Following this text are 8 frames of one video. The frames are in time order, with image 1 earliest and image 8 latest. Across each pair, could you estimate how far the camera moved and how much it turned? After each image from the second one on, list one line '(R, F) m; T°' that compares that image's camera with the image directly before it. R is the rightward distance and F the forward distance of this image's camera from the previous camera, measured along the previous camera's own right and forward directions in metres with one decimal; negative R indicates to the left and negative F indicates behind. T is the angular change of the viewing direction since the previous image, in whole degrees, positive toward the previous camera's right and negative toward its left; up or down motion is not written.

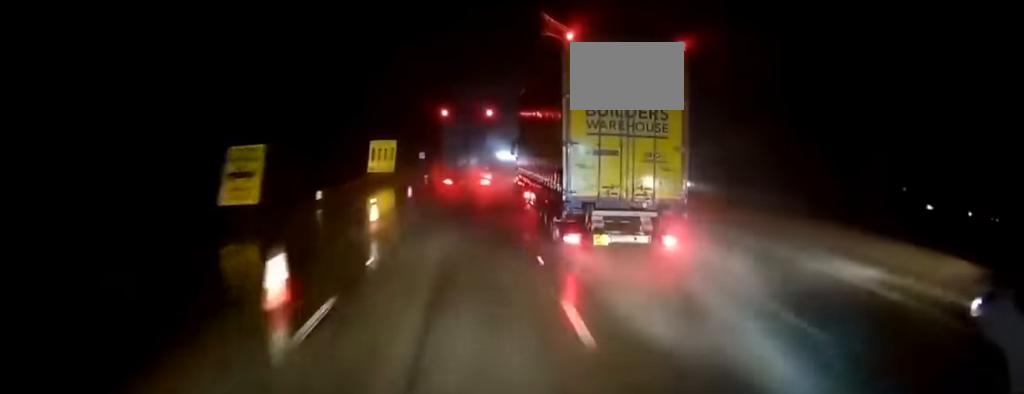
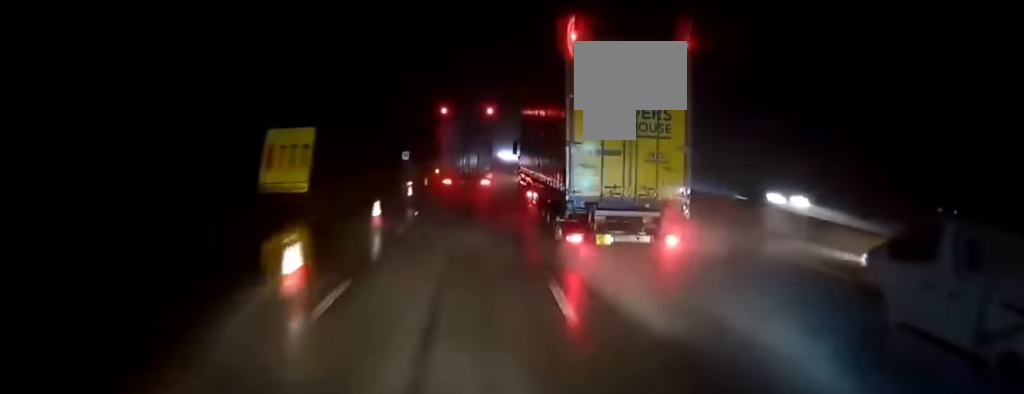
(0.0, +24.8) m; 0°
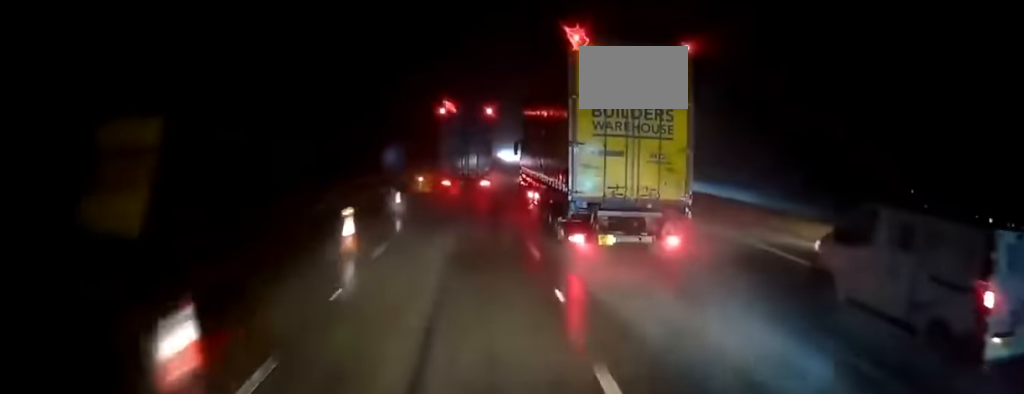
(-0.1, +11.8) m; 0°
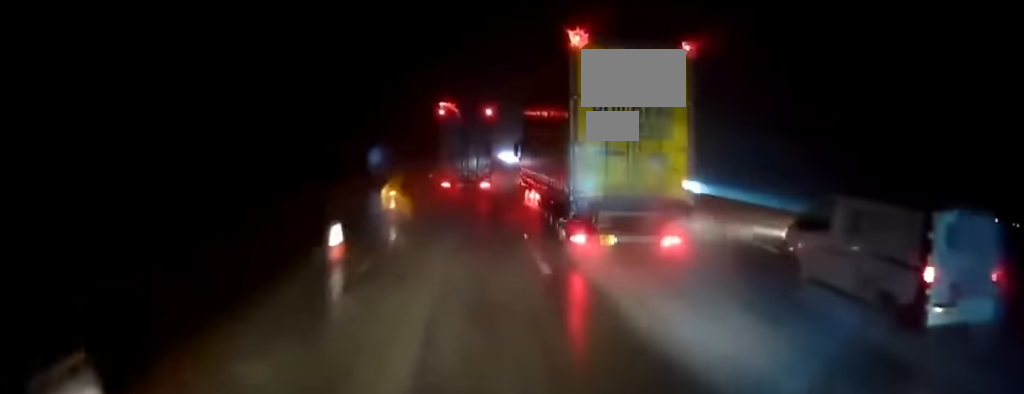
(0.0, +8.9) m; 0°
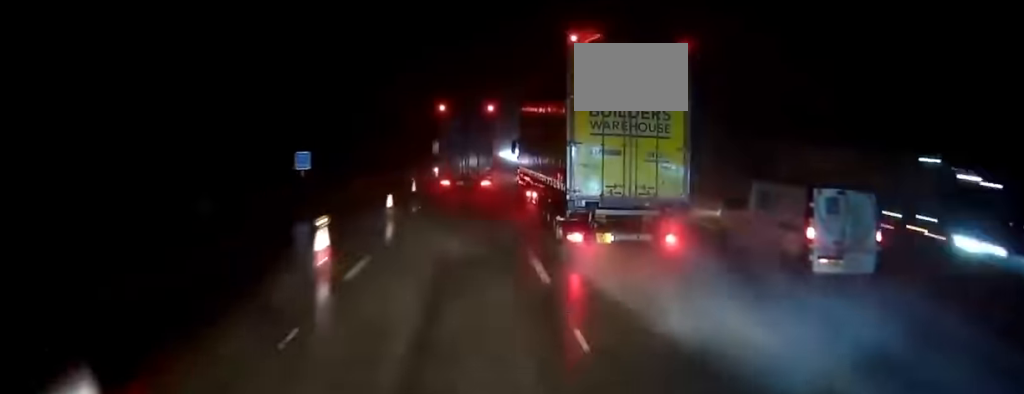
(+0.2, +23.9) m; +1°
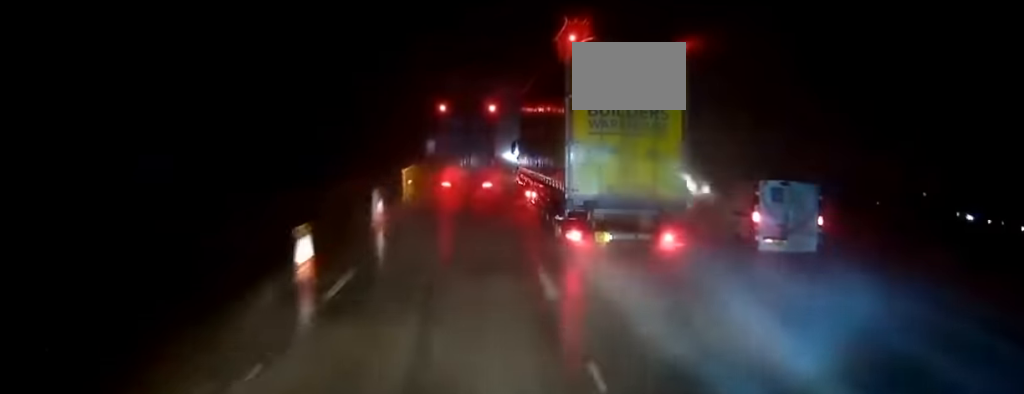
(+0.1, +17.5) m; 0°
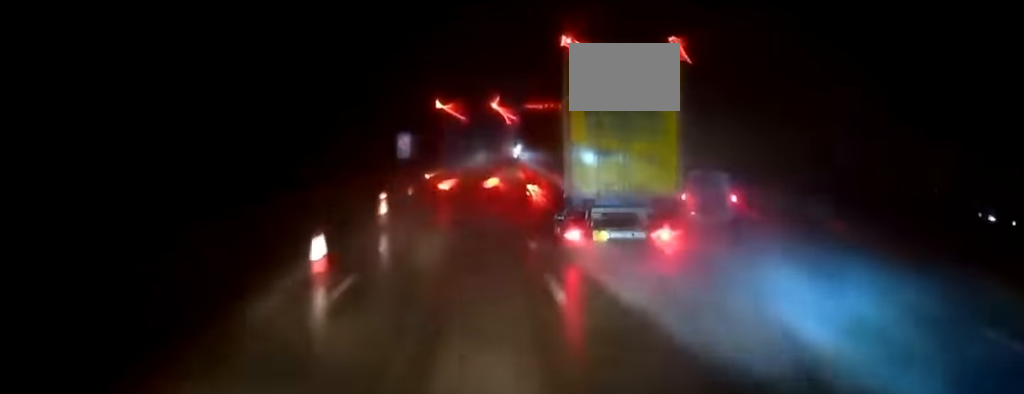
(-0.3, +46.0) m; 0°
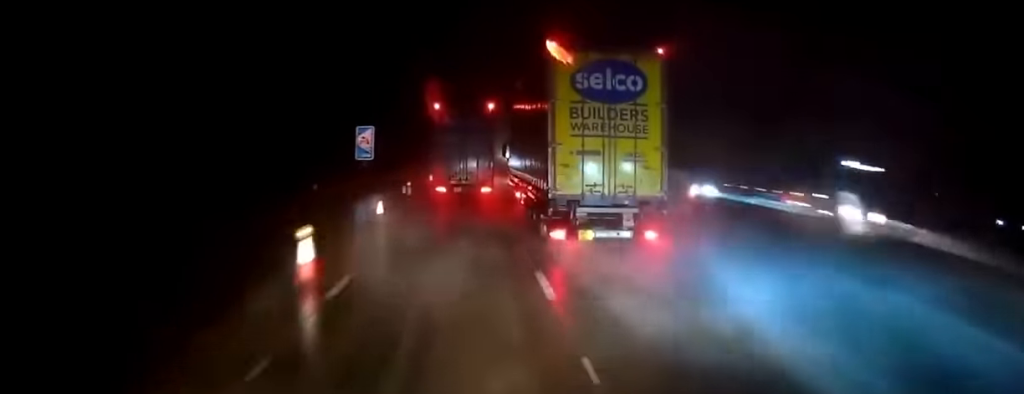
(0.0, +30.4) m; 0°
